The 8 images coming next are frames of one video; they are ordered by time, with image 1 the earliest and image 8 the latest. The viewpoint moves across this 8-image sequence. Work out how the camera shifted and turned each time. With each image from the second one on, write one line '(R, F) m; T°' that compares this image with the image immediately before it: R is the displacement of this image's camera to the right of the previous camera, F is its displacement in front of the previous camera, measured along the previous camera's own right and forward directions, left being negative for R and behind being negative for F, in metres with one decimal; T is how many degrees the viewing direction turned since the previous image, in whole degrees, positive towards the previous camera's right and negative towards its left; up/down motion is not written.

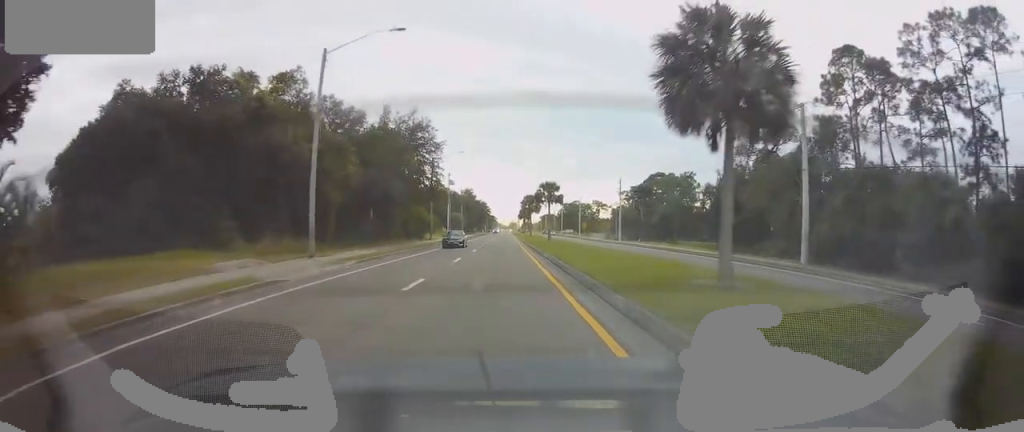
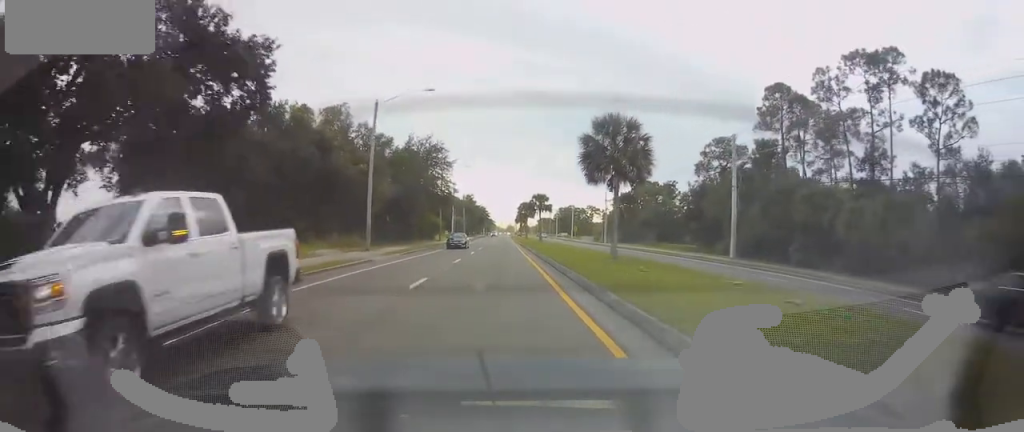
(0.0, +13.0) m; 0°
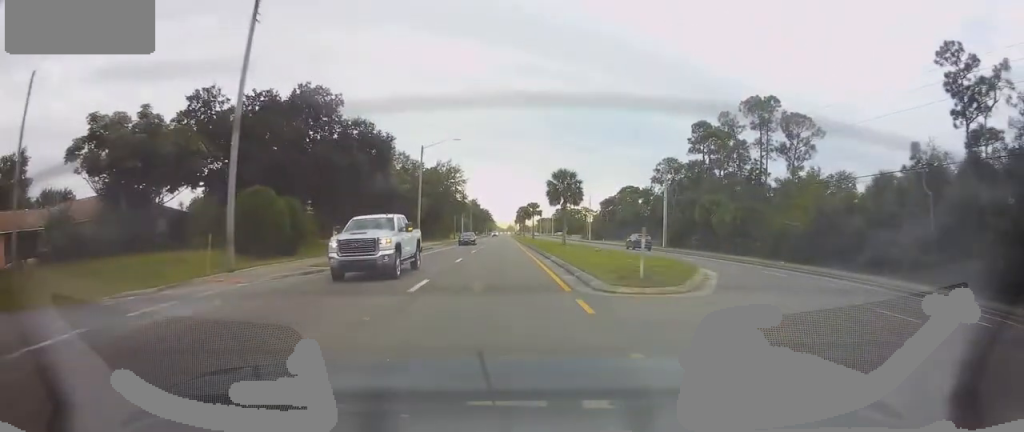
(0.0, +23.4) m; 0°
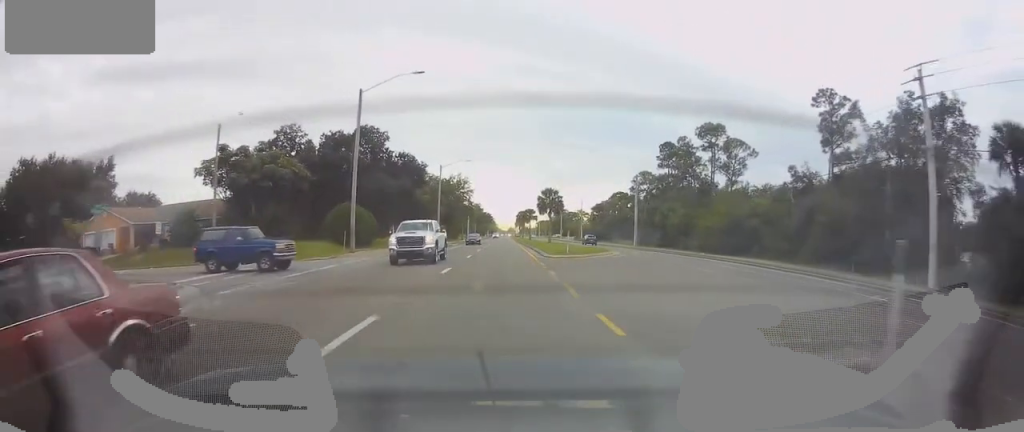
(0.0, +17.6) m; 0°
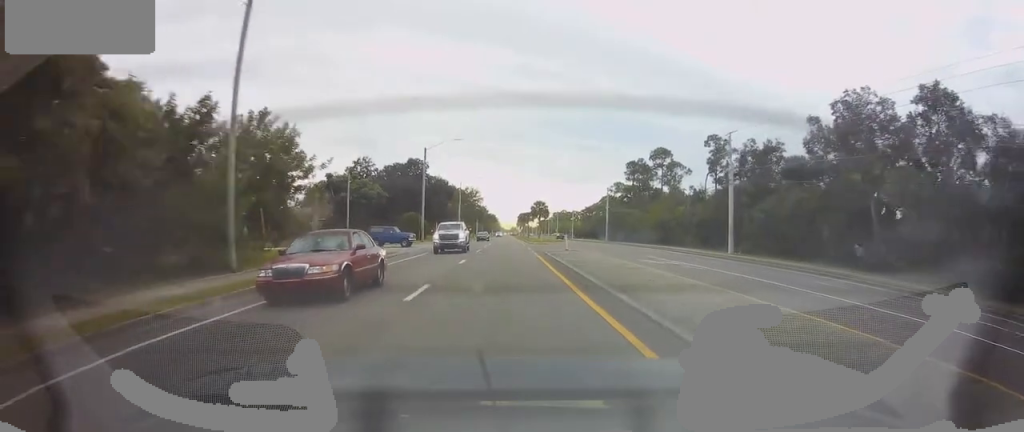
(0.0, +30.0) m; 0°
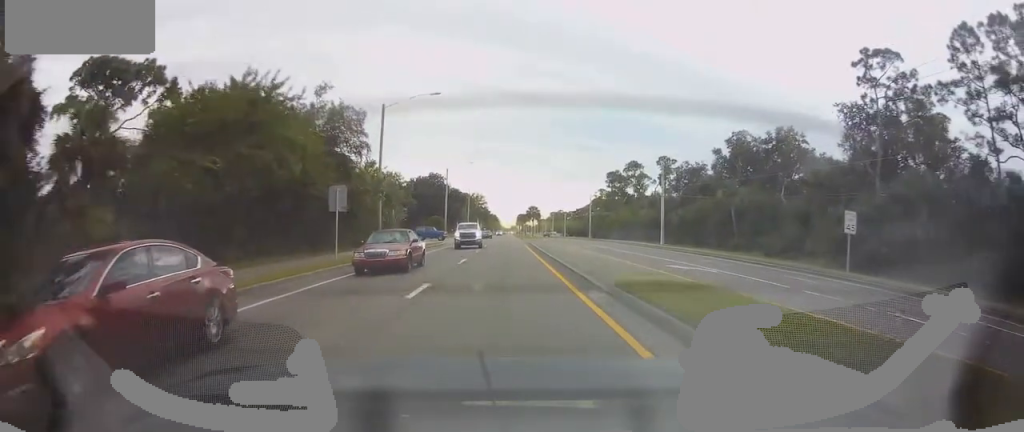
(0.0, +23.7) m; 0°
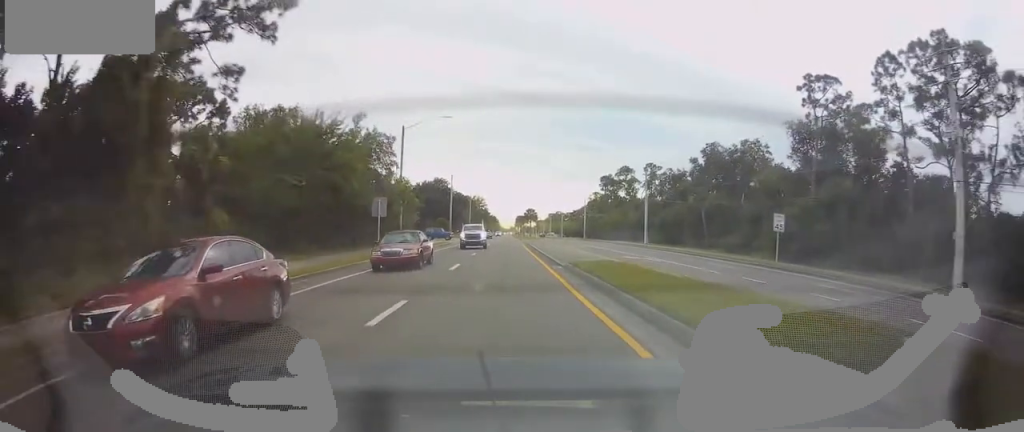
(0.0, +9.4) m; 0°
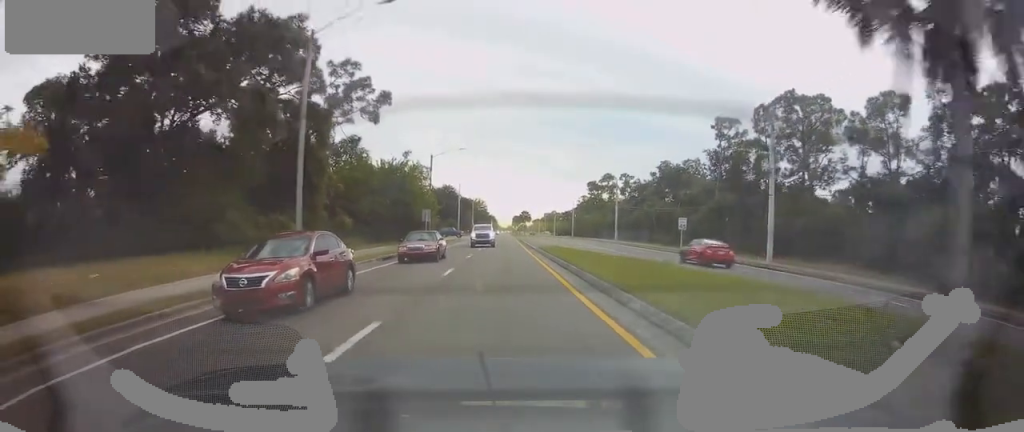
(0.0, +21.6) m; 0°
